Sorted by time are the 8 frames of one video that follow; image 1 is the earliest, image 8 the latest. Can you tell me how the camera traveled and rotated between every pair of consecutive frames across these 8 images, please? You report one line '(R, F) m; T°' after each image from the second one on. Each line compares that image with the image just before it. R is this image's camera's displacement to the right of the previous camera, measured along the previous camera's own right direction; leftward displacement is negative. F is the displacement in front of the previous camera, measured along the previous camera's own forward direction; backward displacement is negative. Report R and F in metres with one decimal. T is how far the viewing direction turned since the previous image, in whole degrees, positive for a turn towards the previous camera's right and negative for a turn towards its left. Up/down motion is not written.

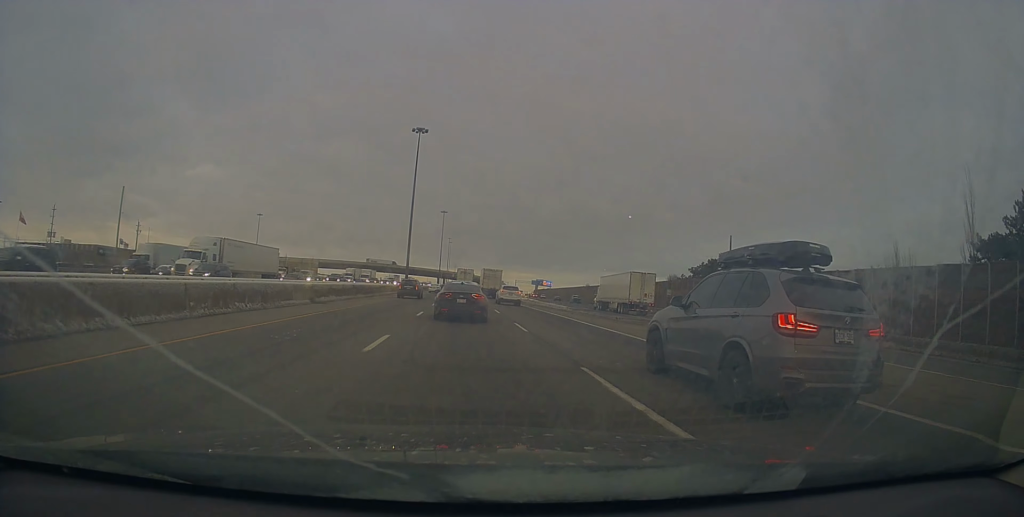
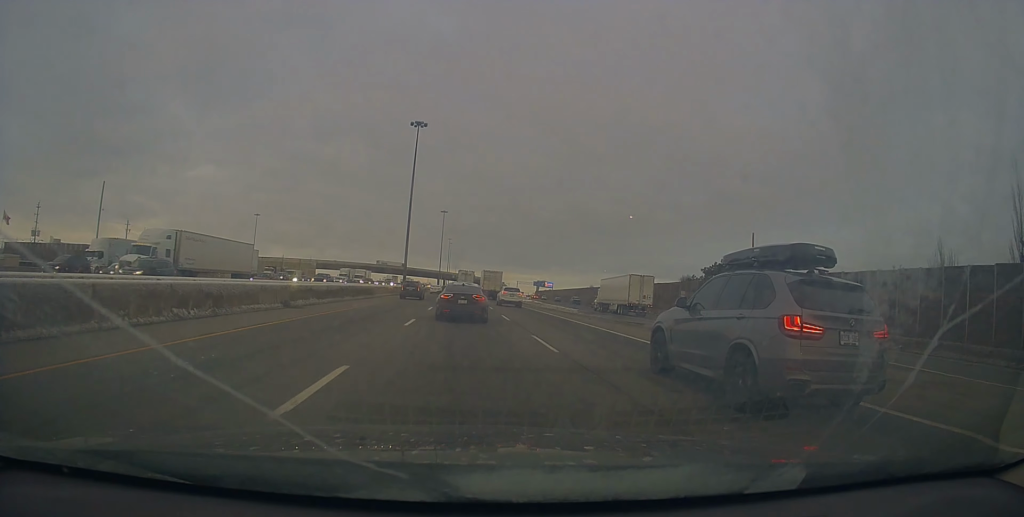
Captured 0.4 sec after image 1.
(+0.2, +5.2) m; 0°
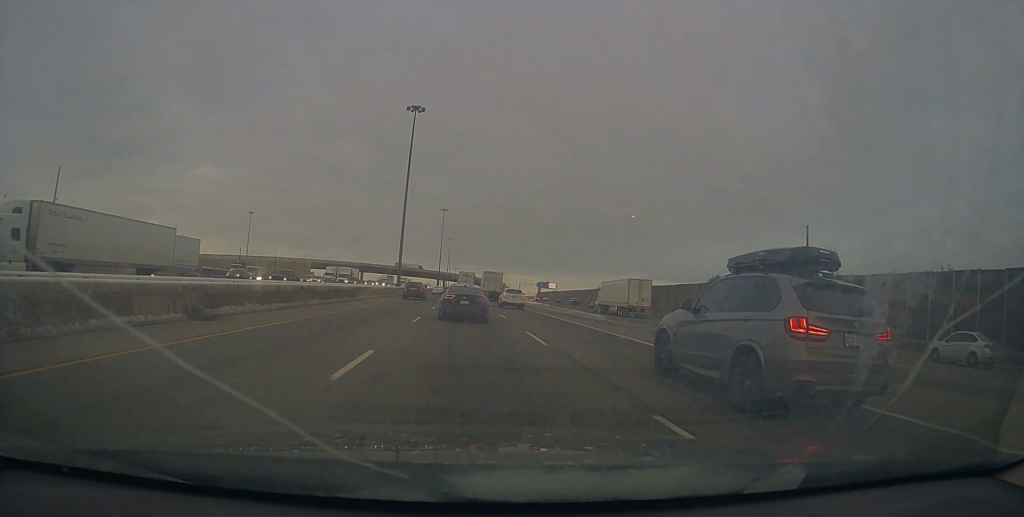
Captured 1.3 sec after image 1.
(-0.5, +10.0) m; 0°
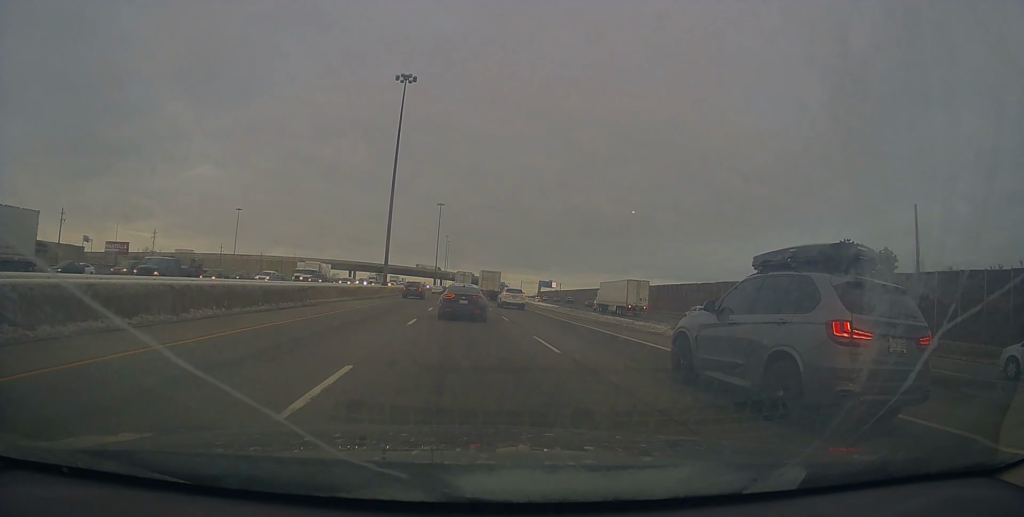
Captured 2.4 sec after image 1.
(+0.6, +14.2) m; 0°
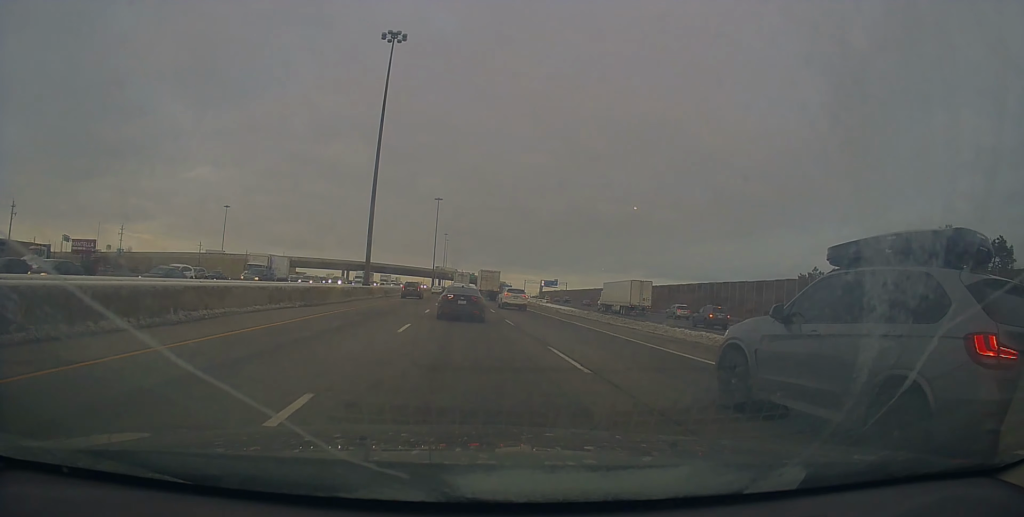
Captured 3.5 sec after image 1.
(-0.5, +14.7) m; -1°
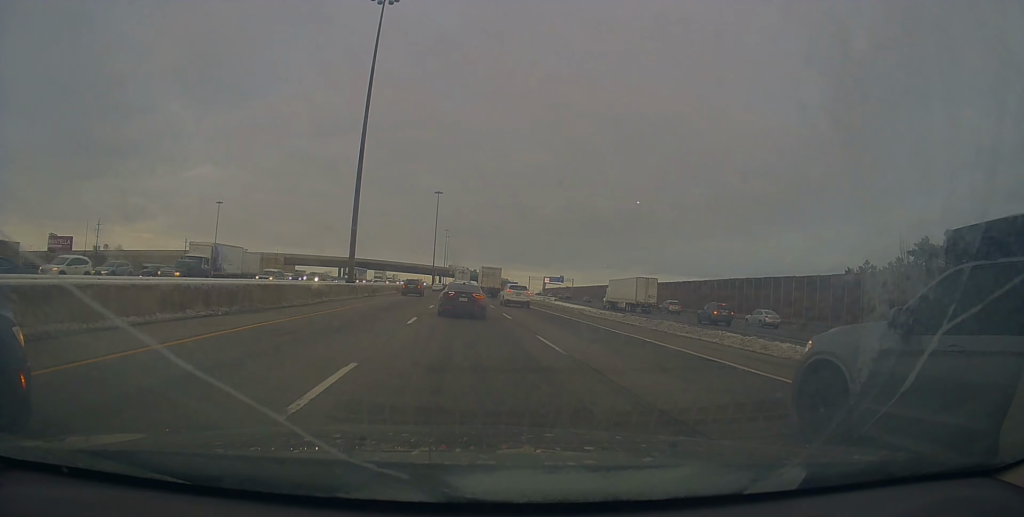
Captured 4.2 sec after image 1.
(+0.2, +9.8) m; +1°
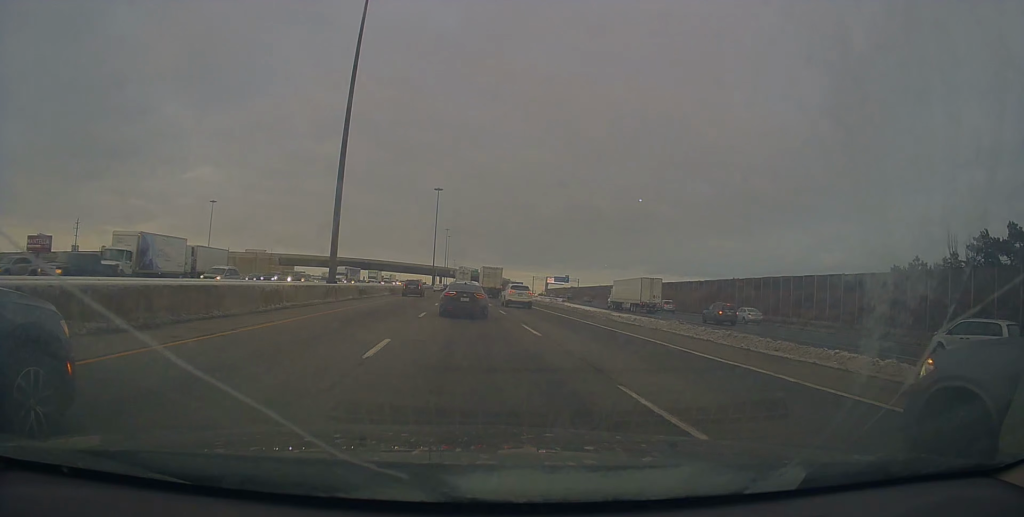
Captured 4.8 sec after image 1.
(0.0, +8.1) m; +1°
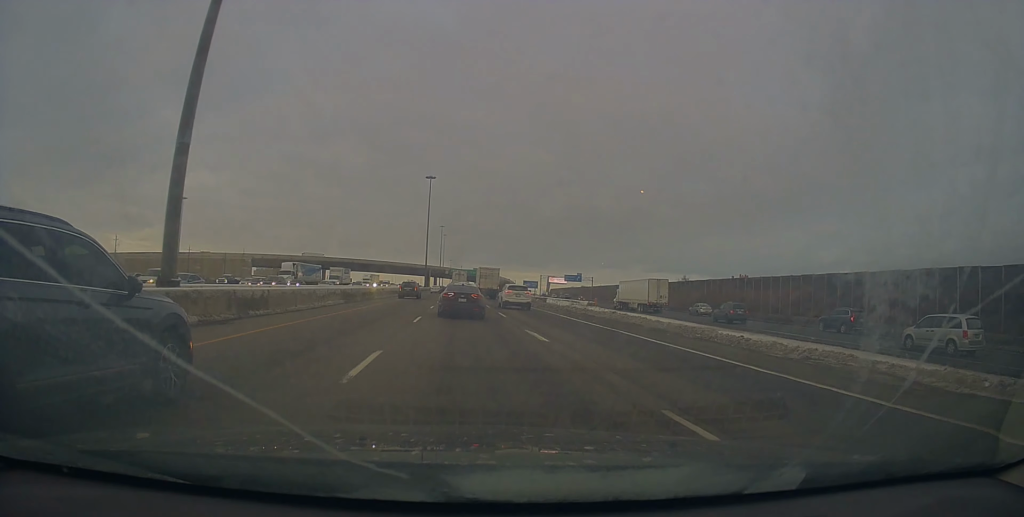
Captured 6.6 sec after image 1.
(0.0, +26.2) m; -2°
